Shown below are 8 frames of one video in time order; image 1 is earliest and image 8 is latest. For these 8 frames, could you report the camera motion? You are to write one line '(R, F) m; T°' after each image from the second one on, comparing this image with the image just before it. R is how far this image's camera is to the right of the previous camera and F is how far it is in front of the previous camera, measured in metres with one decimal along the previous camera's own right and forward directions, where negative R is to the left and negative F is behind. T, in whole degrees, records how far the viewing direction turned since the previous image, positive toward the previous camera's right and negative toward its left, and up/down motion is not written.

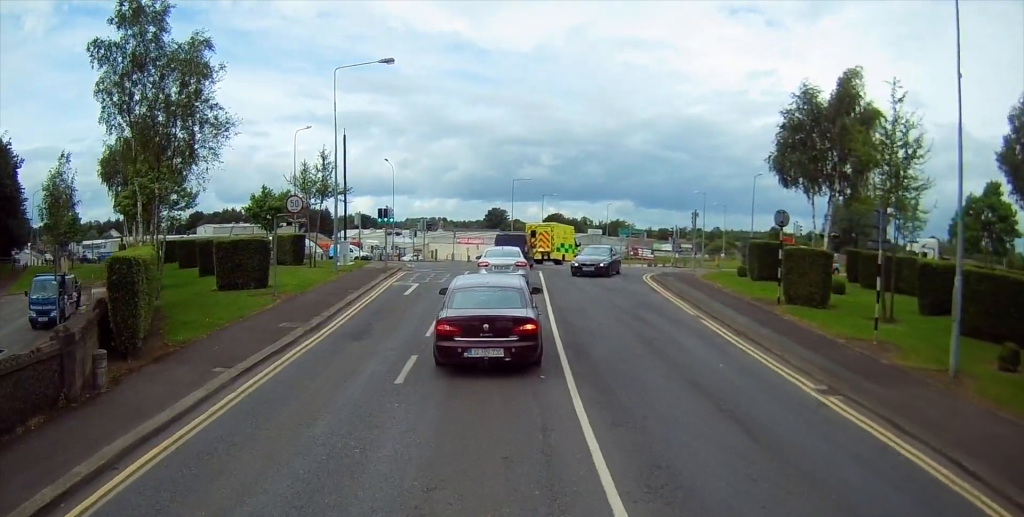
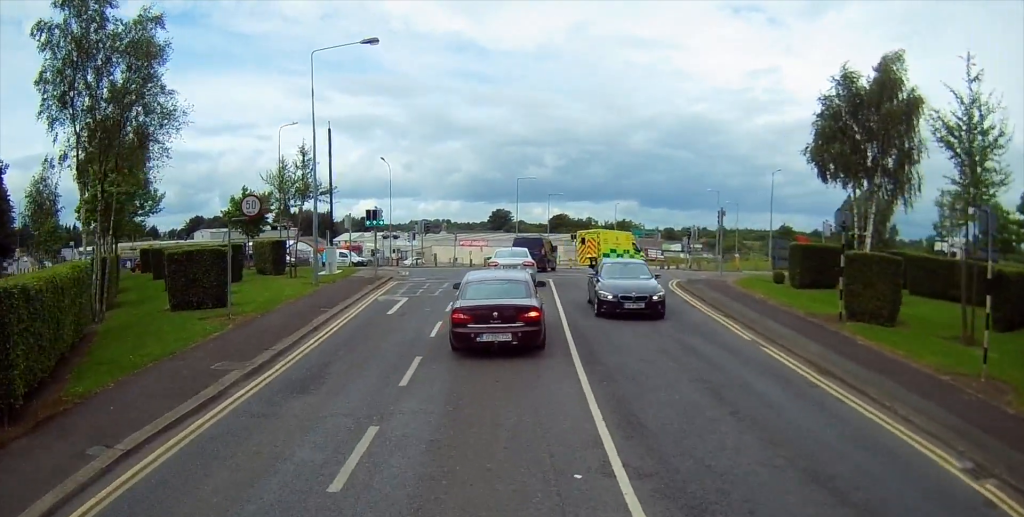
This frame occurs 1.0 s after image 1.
(0.0, +3.8) m; +3°
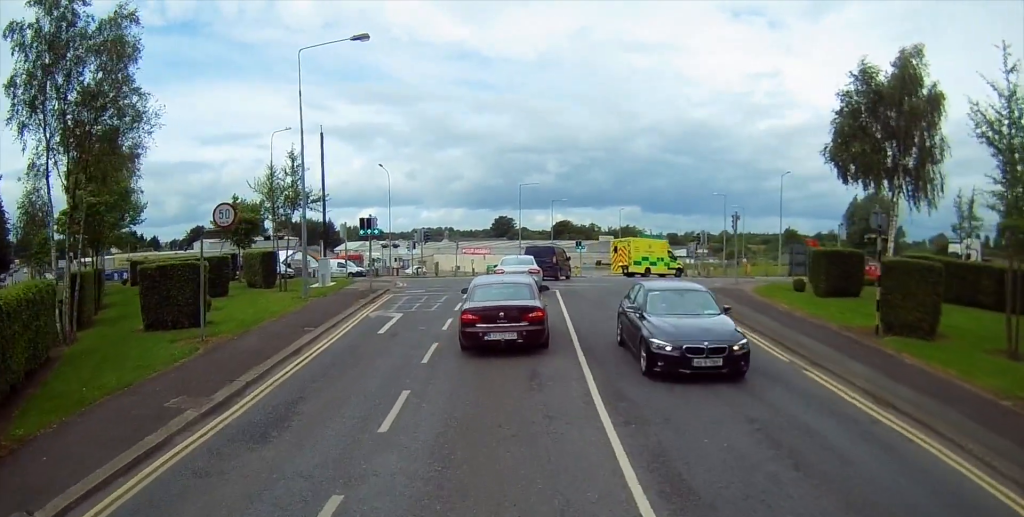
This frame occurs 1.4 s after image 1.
(+0.1, +1.7) m; +2°
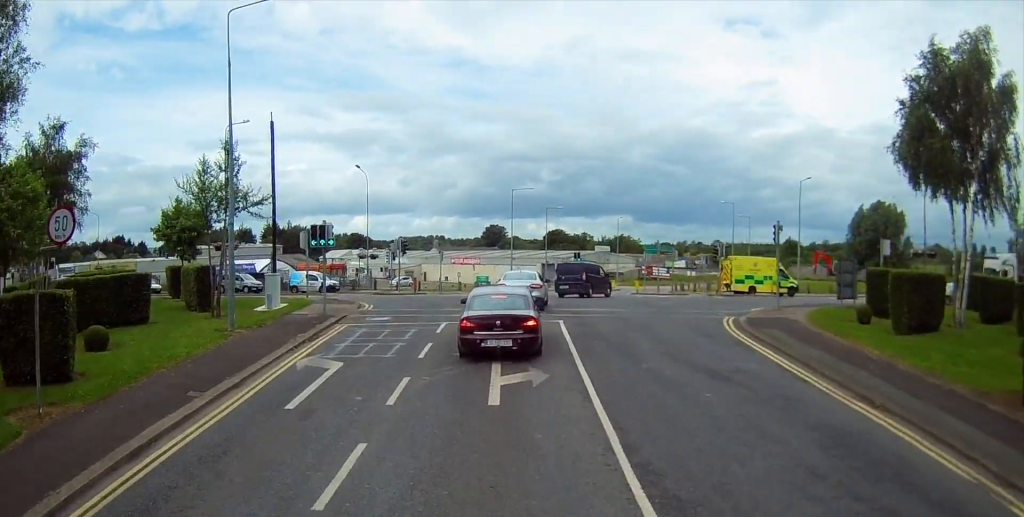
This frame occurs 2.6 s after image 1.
(0.0, +5.4) m; -2°
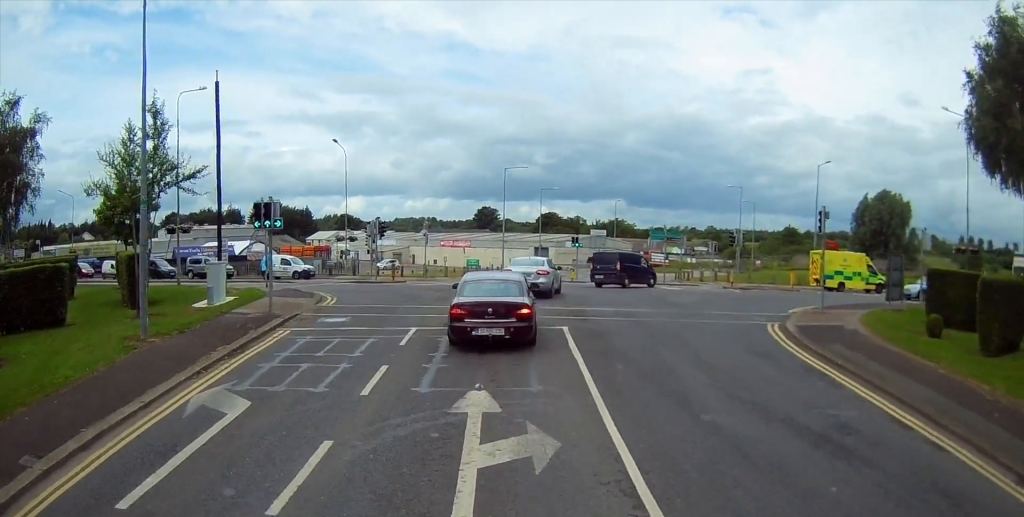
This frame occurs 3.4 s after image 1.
(-0.2, +4.2) m; +2°
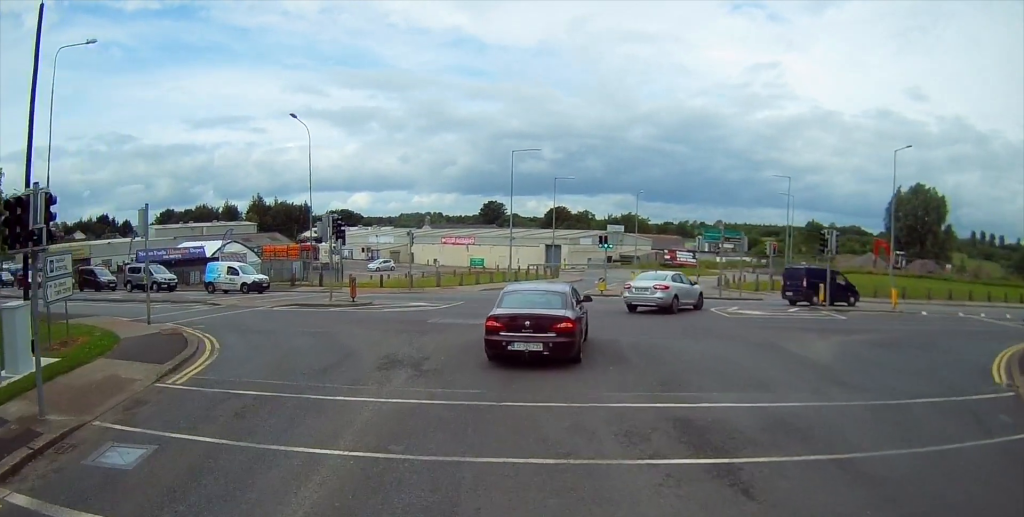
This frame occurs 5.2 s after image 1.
(+0.2, +11.1) m; -1°
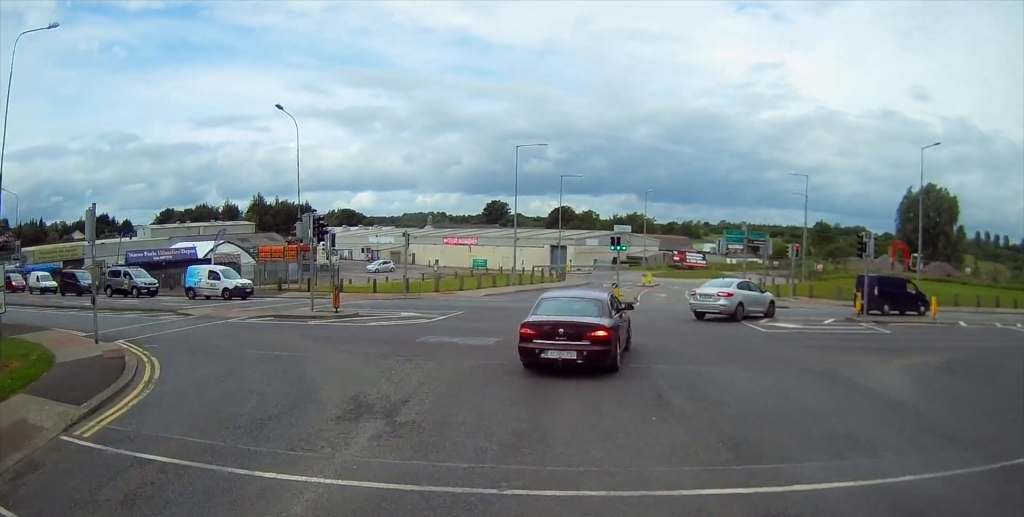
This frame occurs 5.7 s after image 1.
(0.0, +3.1) m; -1°
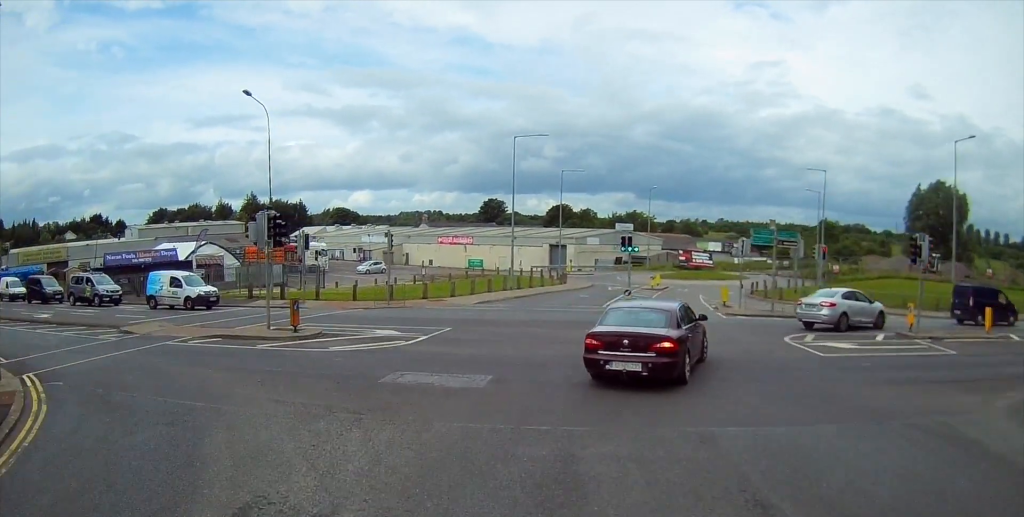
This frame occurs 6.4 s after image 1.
(0.0, +4.1) m; -1°
